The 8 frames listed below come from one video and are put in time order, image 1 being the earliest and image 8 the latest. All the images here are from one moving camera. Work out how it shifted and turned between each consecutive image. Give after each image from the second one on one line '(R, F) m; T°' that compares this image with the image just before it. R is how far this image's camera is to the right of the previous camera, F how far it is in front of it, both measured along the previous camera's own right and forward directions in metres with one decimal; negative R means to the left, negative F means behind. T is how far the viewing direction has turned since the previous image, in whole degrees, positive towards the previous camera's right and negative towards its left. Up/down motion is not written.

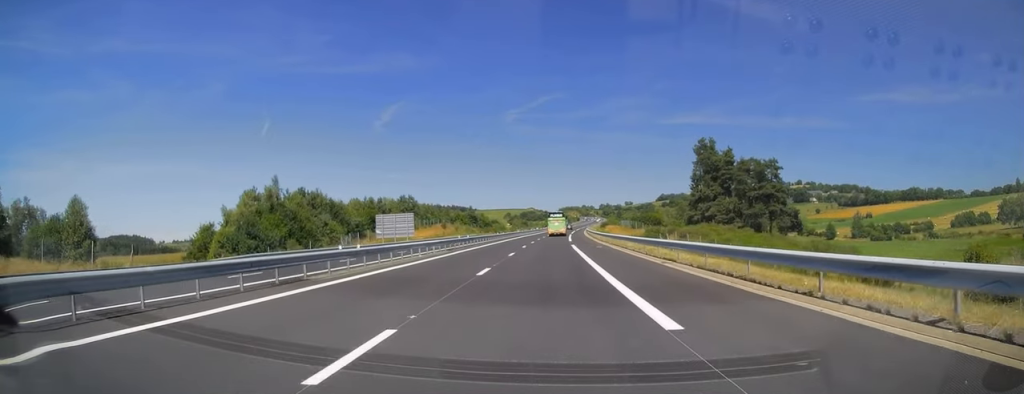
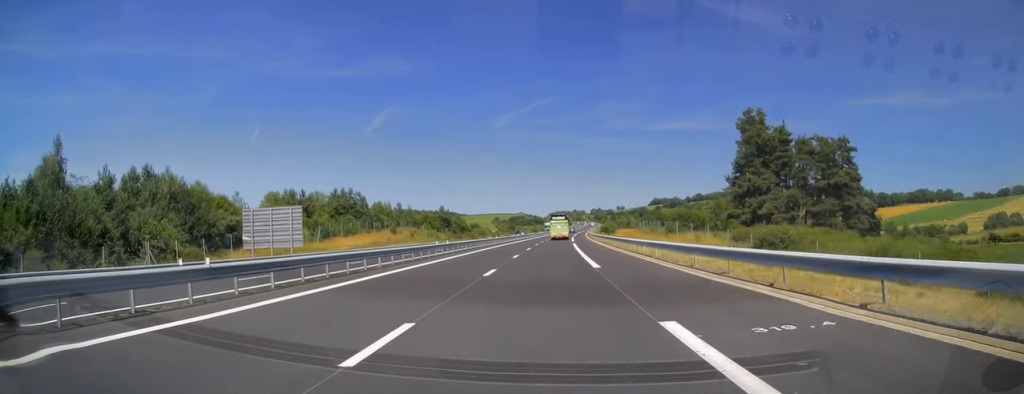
(+0.5, +38.2) m; +1°
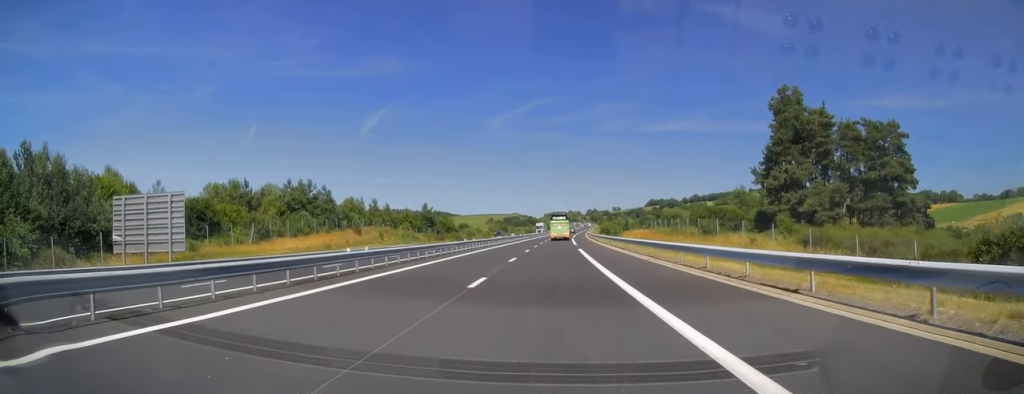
(0.0, +17.0) m; 0°
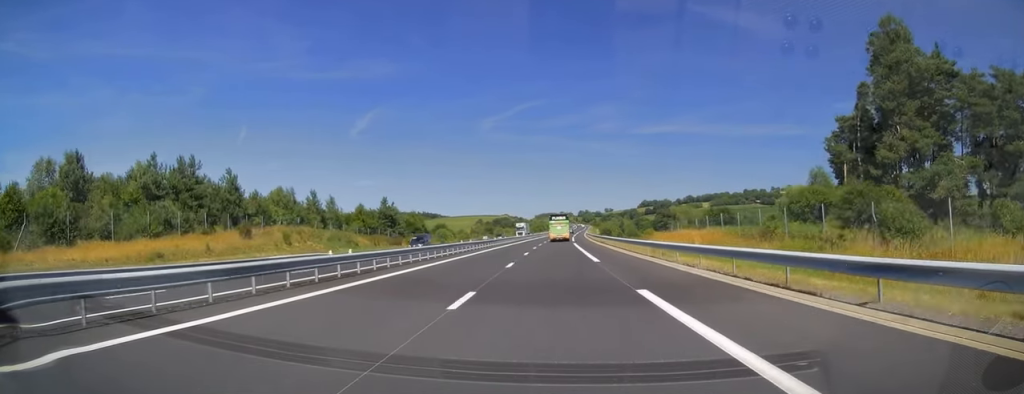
(+0.1, +29.8) m; +1°
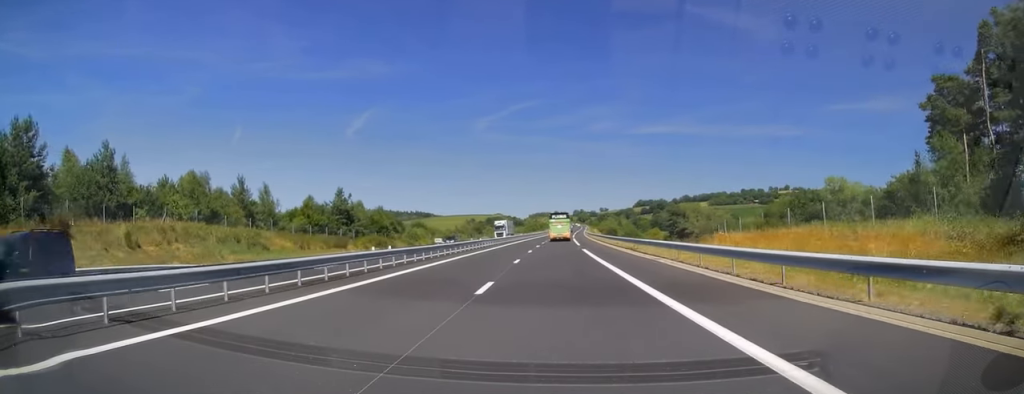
(+0.1, +23.0) m; +1°
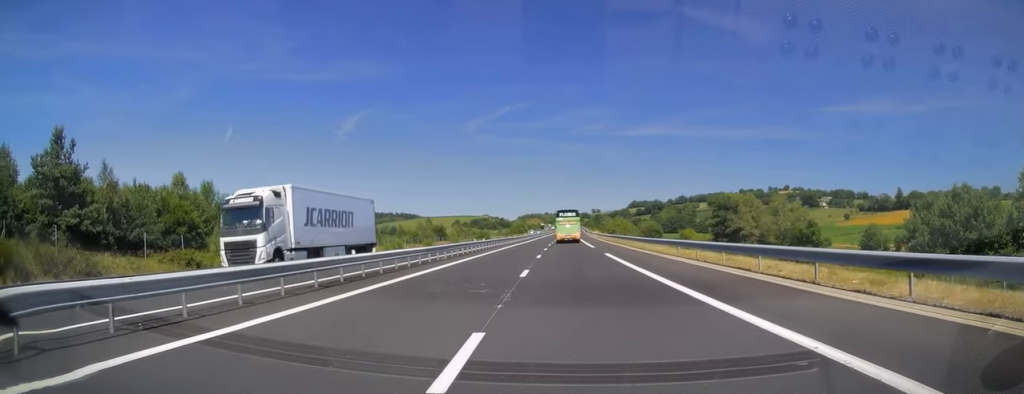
(+0.9, +59.8) m; +1°
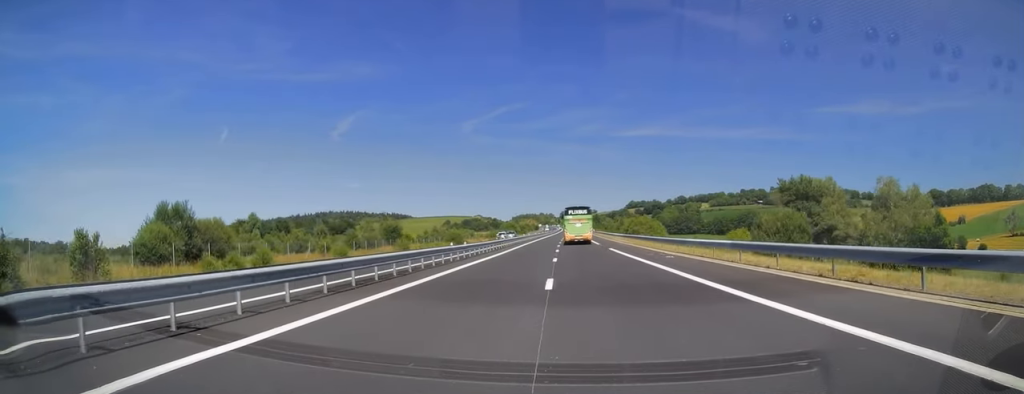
(0.0, +43.1) m; 0°
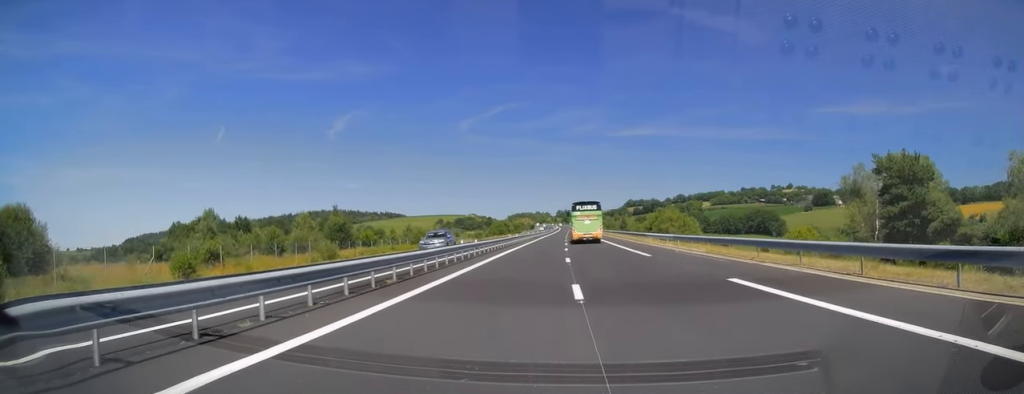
(+0.2, +28.2) m; +1°
